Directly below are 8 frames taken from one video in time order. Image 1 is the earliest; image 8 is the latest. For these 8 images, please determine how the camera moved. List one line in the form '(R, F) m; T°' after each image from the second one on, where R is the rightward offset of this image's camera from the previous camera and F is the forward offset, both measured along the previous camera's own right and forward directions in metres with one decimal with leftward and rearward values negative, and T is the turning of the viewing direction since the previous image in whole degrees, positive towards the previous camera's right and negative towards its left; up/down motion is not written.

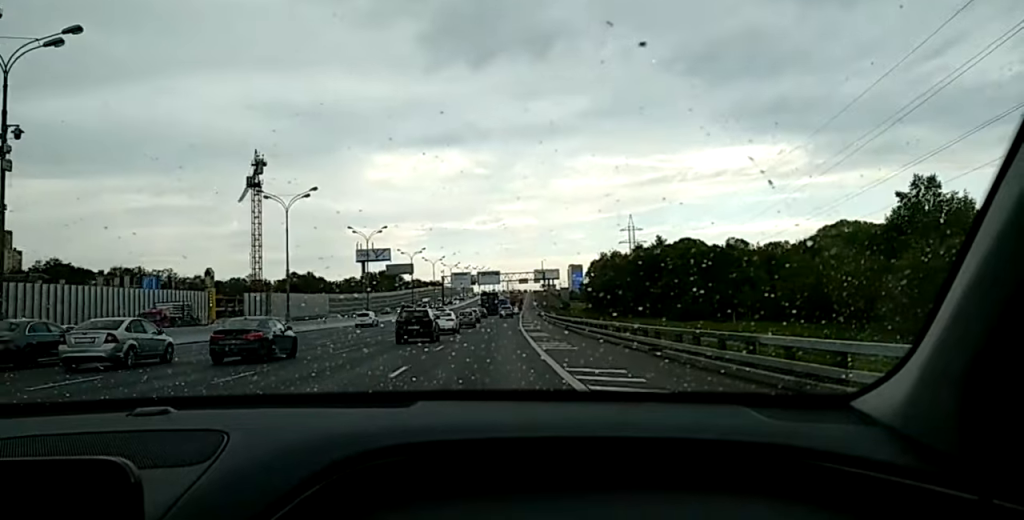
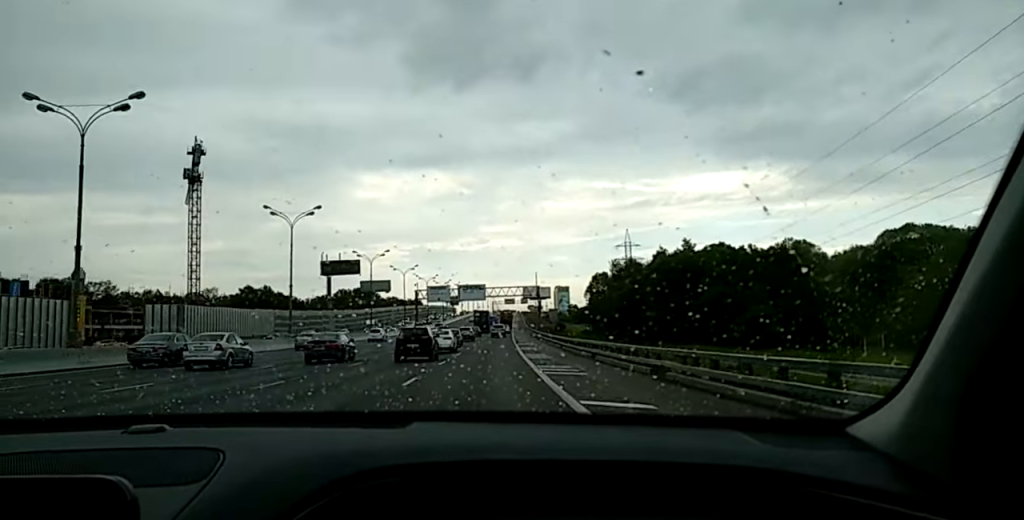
(+0.5, +33.3) m; +2°
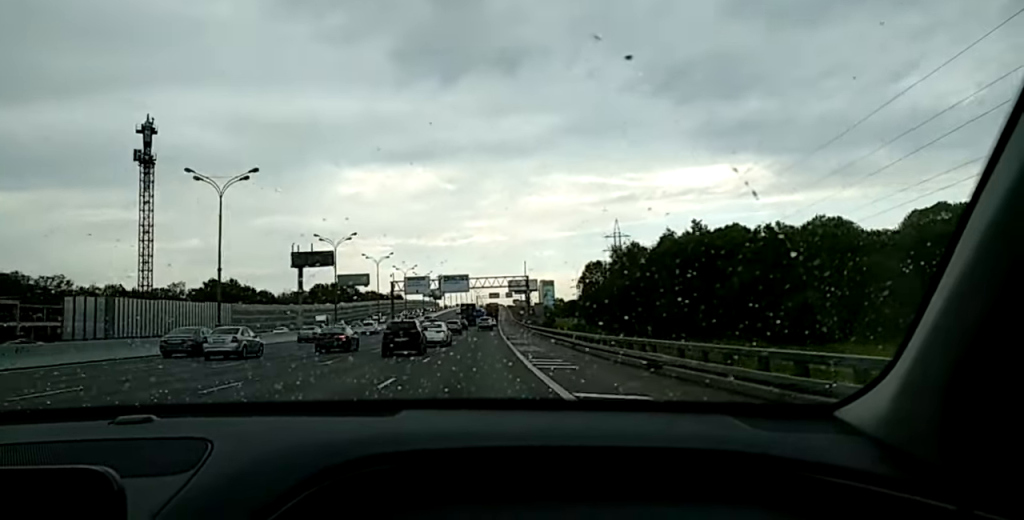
(+0.2, +14.4) m; -1°
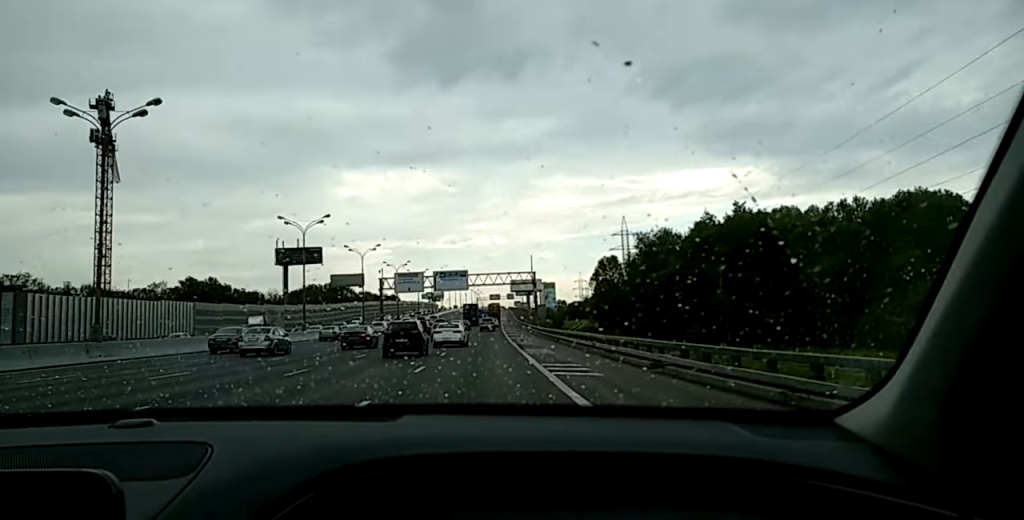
(-0.4, +17.7) m; 0°
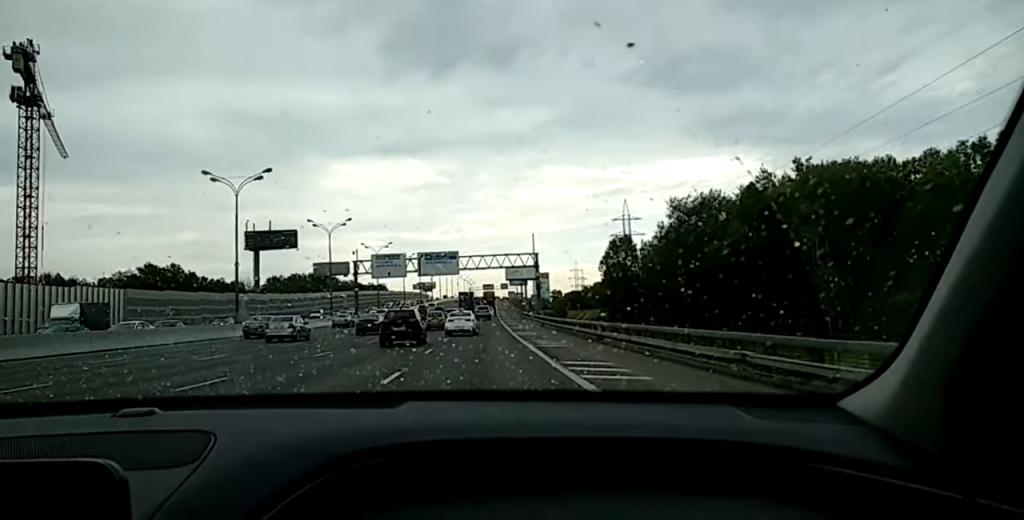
(+0.3, +20.1) m; +1°
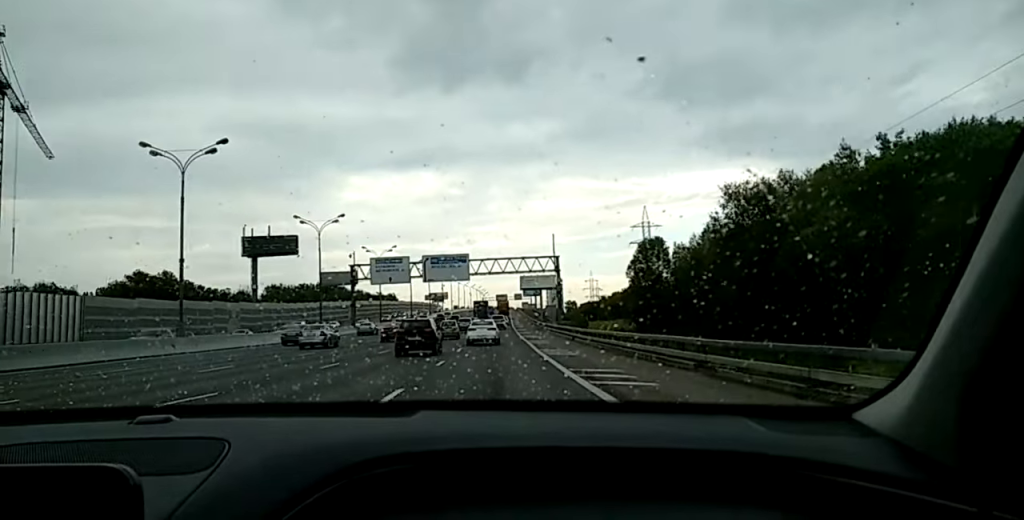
(+0.1, +13.6) m; +1°
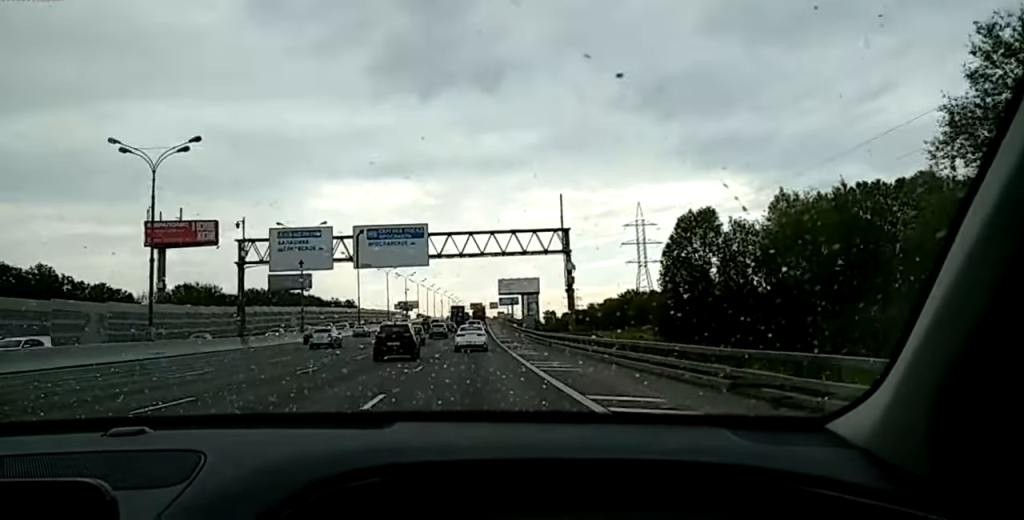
(+0.3, +36.5) m; 0°
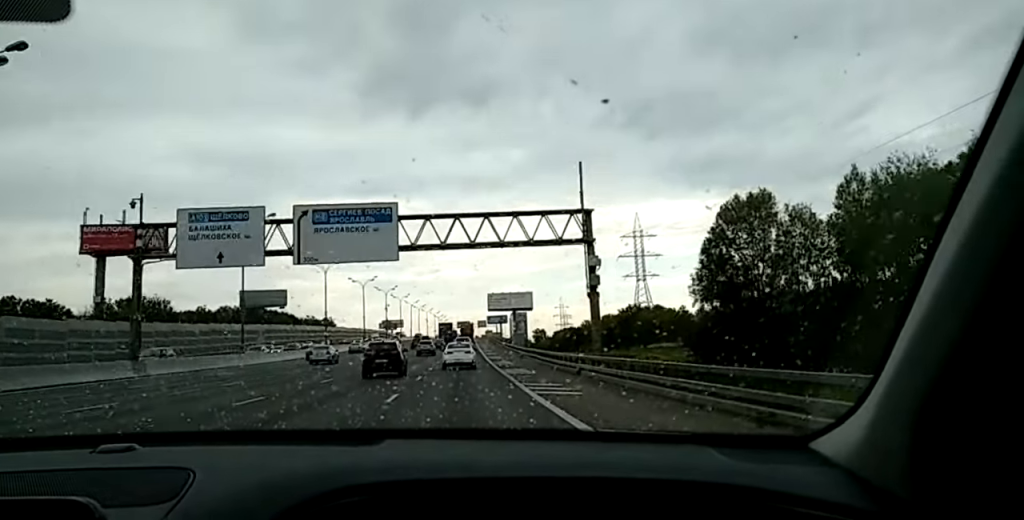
(-0.1, +17.9) m; 0°
